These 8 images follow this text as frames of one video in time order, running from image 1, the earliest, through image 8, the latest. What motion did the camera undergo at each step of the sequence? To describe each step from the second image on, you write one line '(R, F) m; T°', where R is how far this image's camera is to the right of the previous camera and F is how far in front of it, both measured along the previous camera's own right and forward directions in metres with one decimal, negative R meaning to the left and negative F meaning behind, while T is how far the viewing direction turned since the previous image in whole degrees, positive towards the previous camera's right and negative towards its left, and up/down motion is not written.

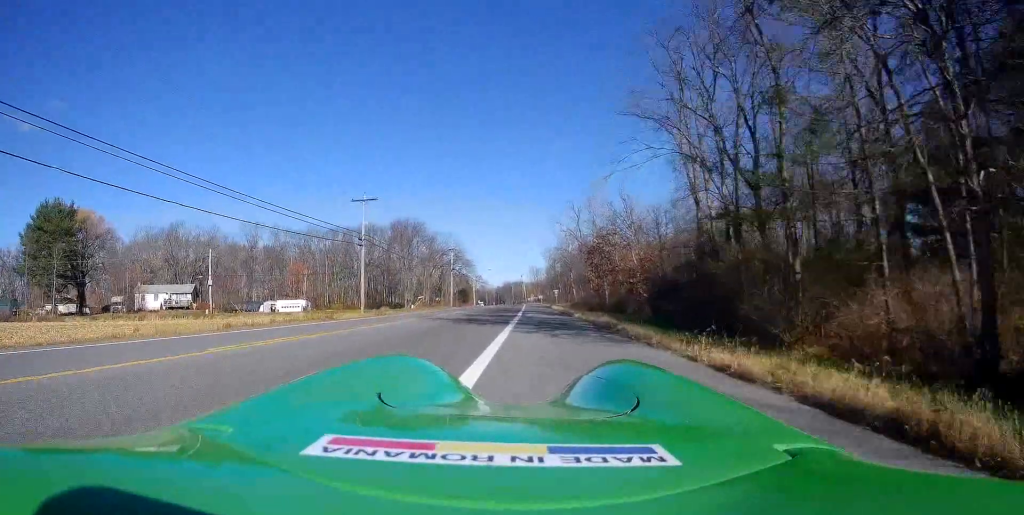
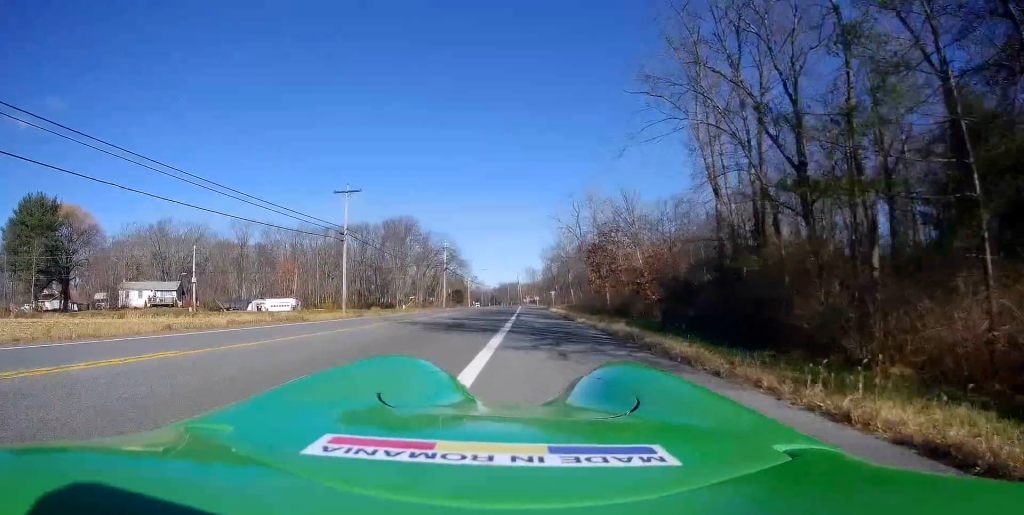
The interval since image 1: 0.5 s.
(0.0, +3.9) m; 0°
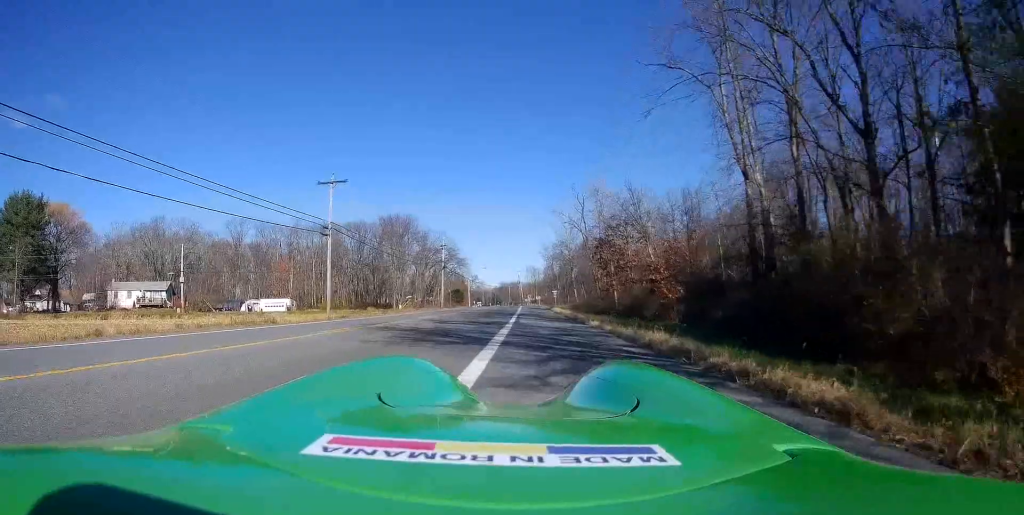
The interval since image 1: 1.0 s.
(+0.2, +3.9) m; -1°
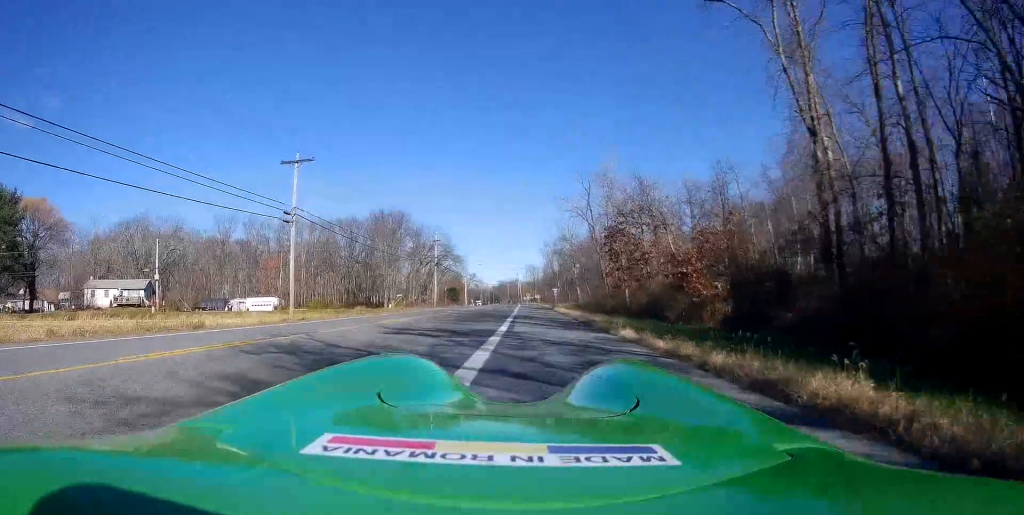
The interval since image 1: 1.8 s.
(-0.2, +6.5) m; -1°
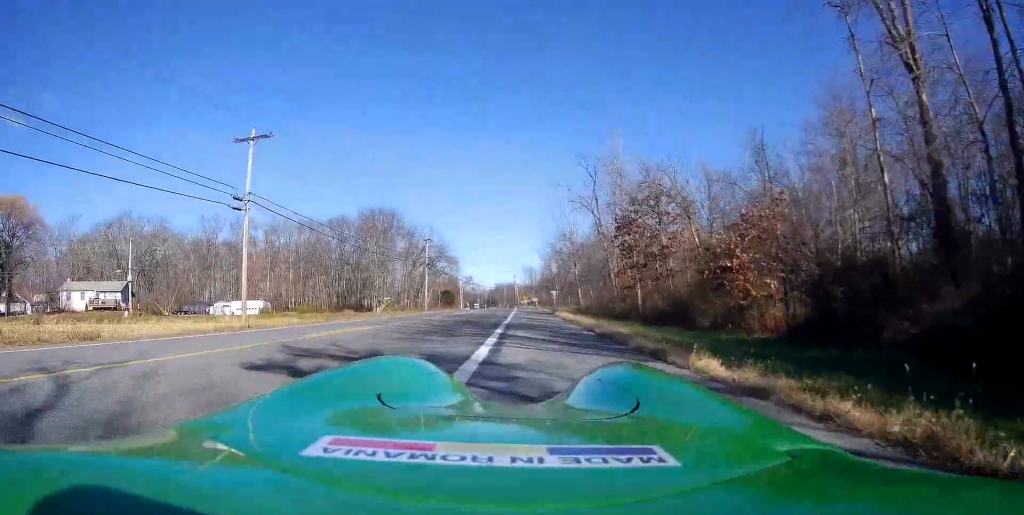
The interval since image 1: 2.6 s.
(-0.1, +6.0) m; 0°
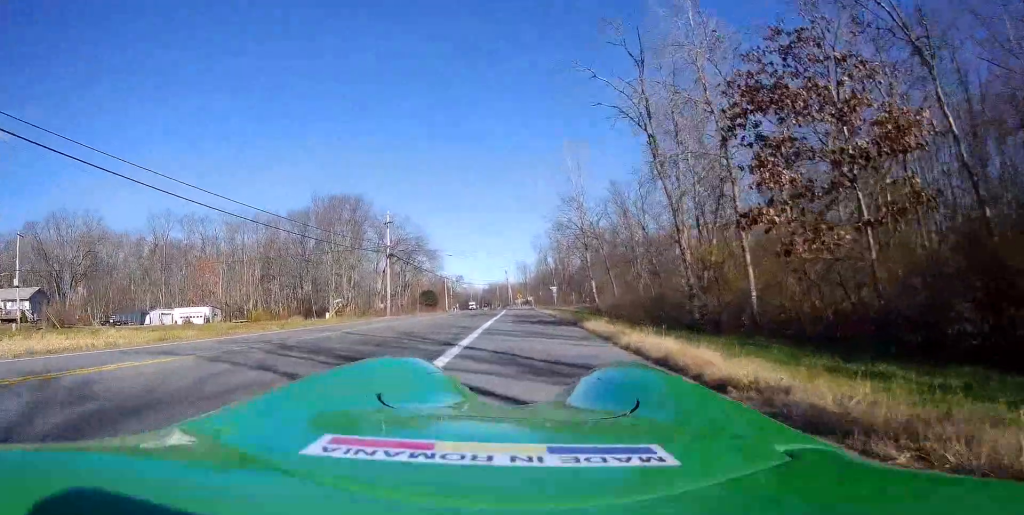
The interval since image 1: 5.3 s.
(+0.2, +20.2) m; +2°
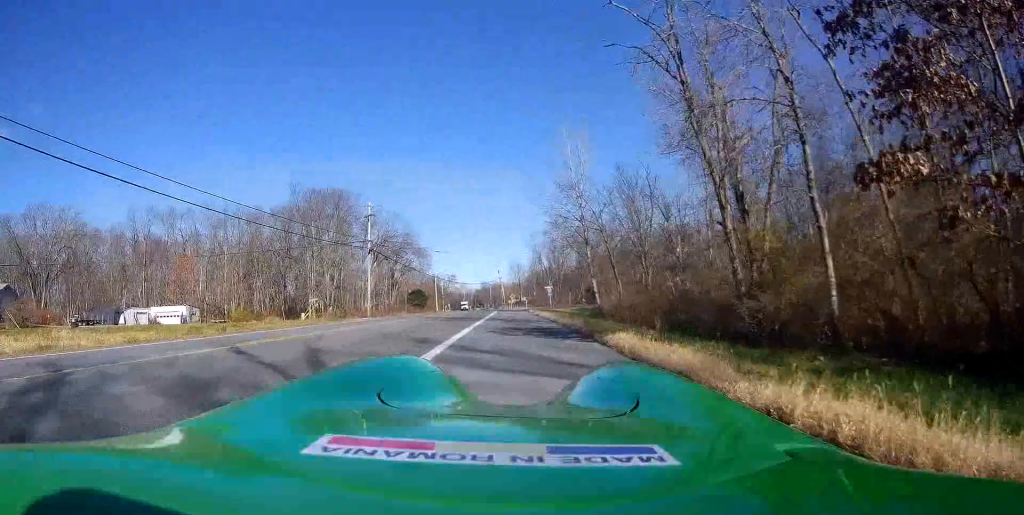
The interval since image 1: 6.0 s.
(+0.2, +5.4) m; 0°
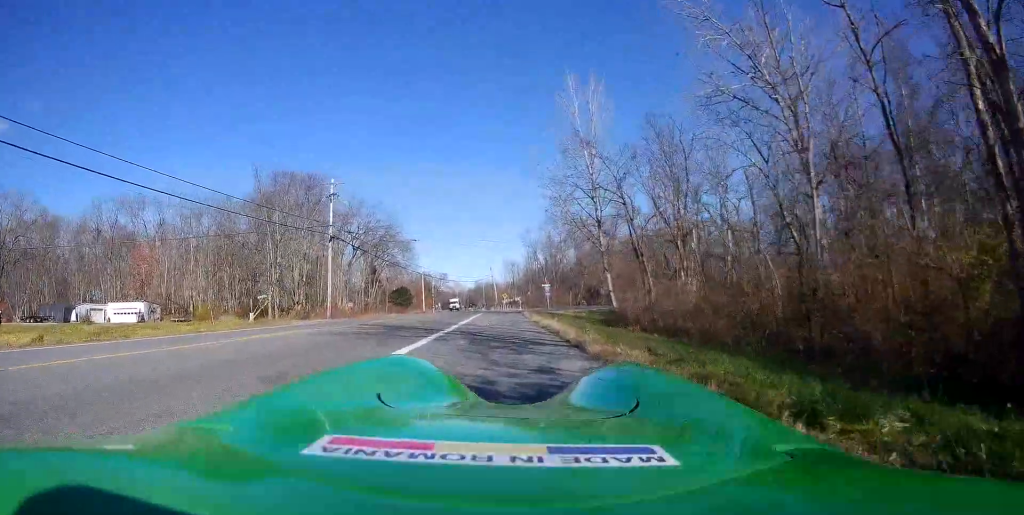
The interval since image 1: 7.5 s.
(-0.2, +11.0) m; 0°
